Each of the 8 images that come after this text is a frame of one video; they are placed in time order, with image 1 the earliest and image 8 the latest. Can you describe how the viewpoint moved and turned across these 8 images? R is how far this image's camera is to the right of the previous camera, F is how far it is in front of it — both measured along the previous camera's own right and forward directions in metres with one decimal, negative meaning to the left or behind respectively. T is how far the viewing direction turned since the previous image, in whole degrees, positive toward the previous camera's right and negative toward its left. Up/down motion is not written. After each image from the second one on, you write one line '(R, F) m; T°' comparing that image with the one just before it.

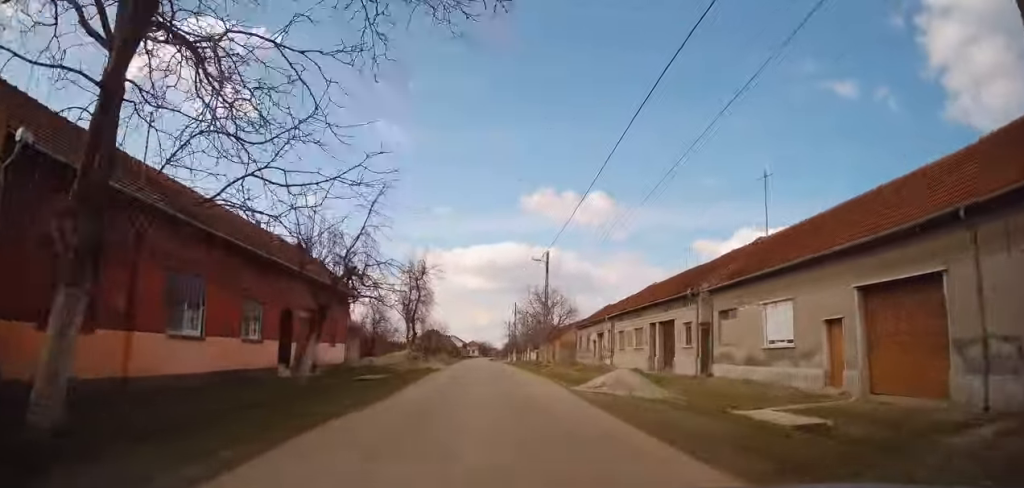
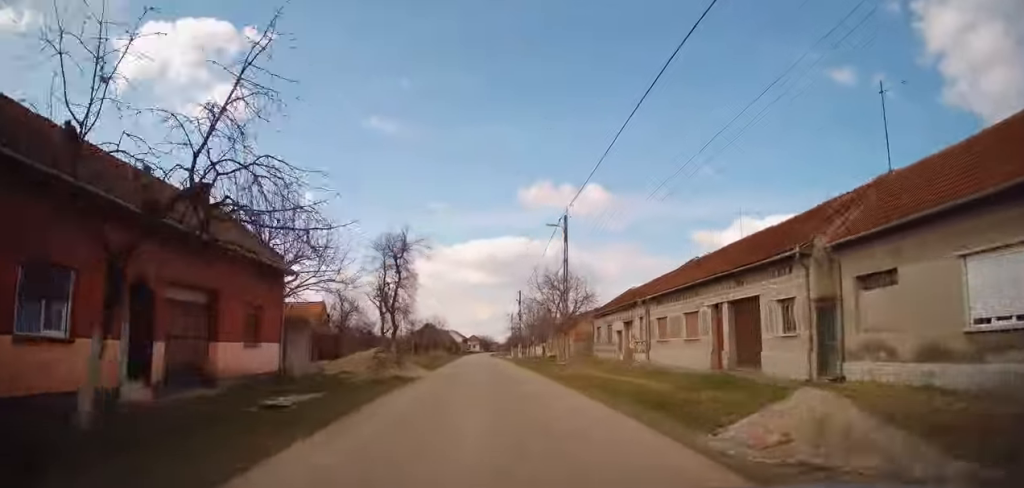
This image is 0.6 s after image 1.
(-0.5, +9.5) m; 0°
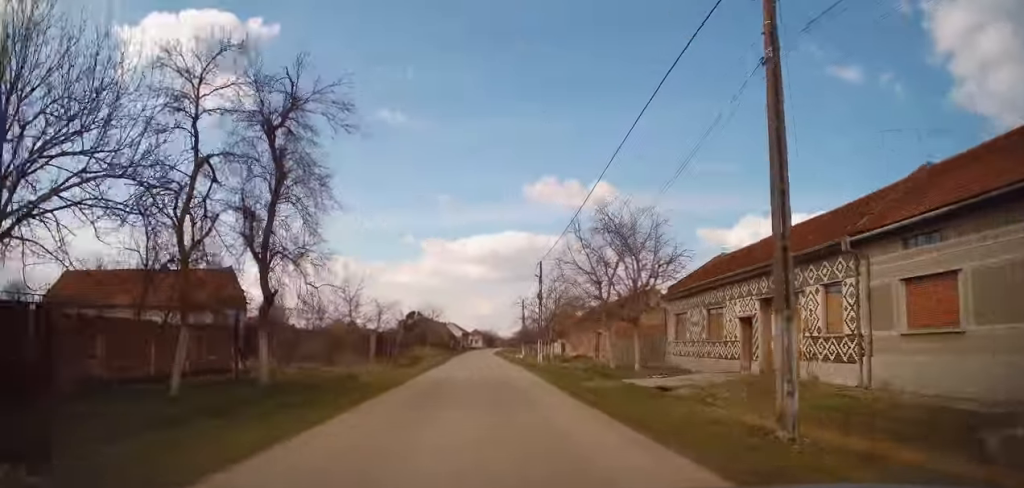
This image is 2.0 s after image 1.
(+0.6, +21.0) m; 0°
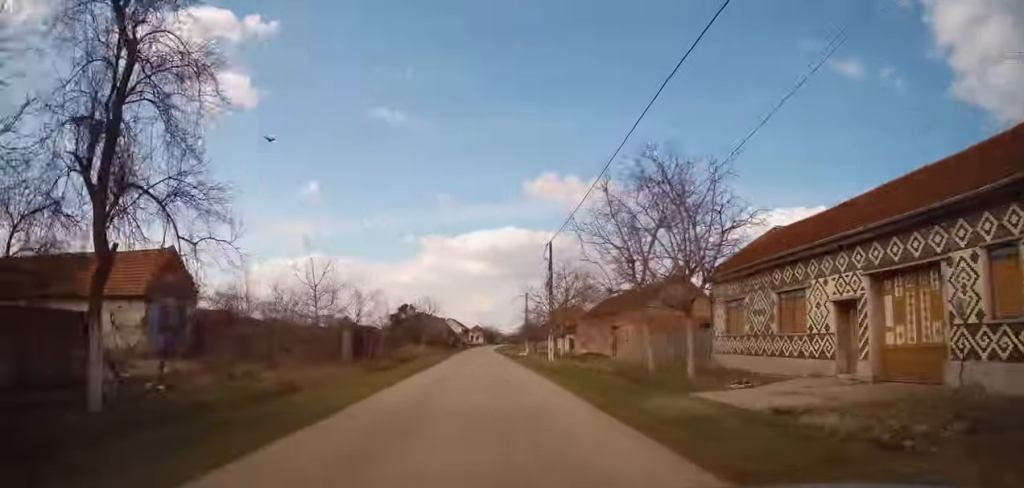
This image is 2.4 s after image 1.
(-0.2, +7.0) m; -1°
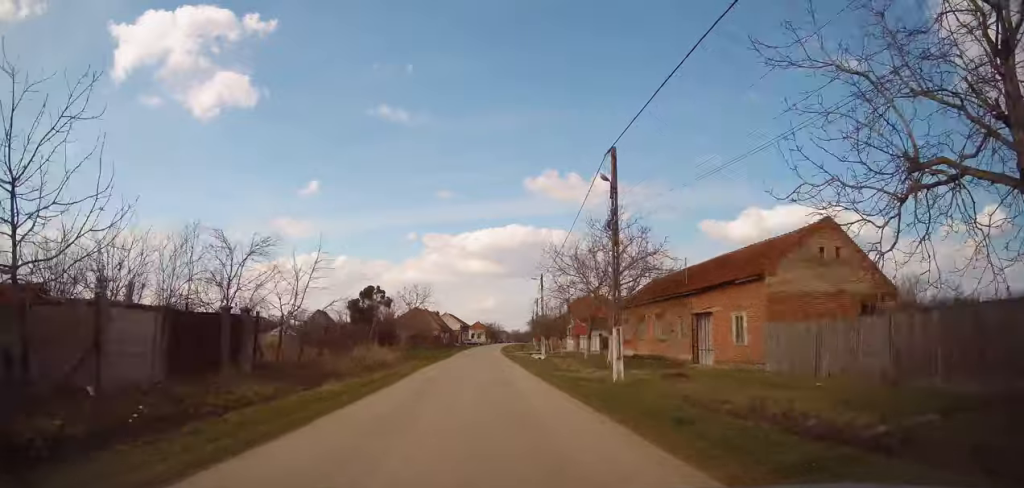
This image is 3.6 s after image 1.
(-0.2, +19.2) m; +1°
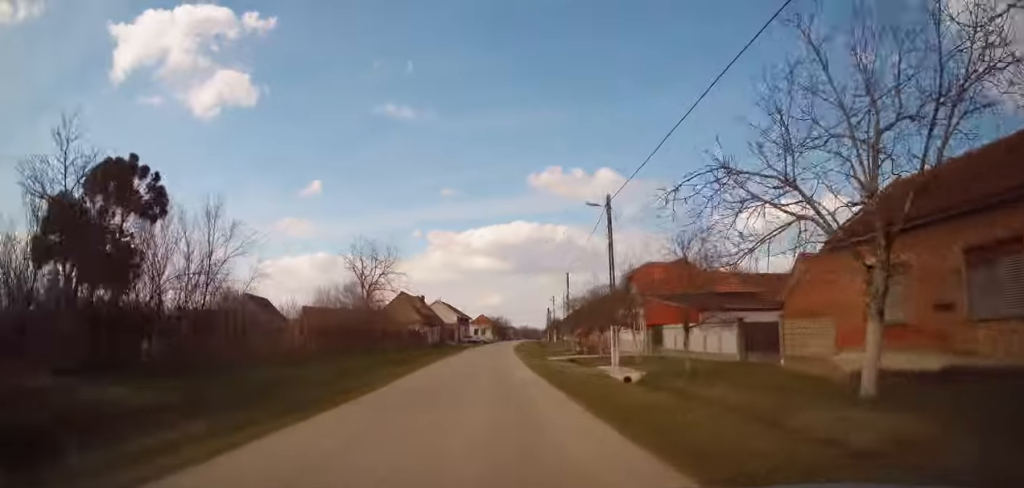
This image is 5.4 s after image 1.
(+0.1, +29.2) m; -1°
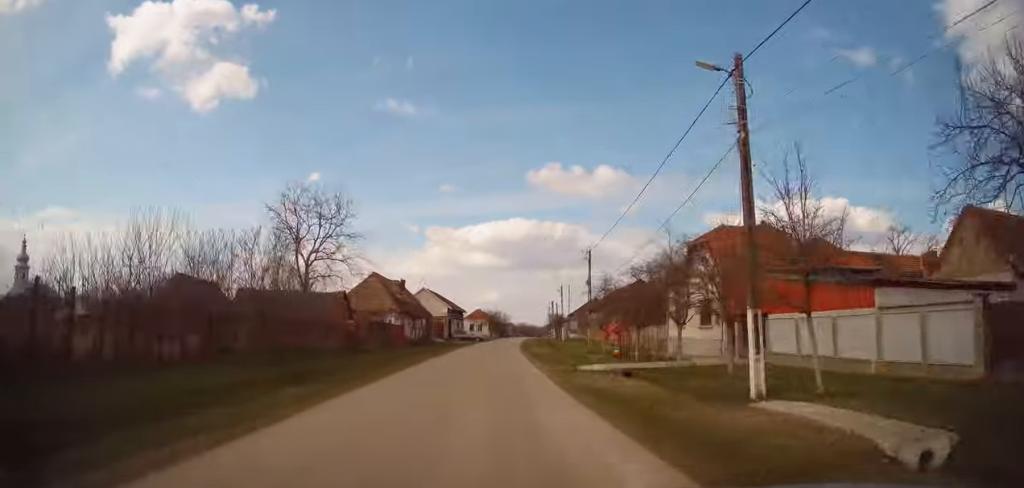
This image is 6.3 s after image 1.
(-0.1, +13.9) m; 0°
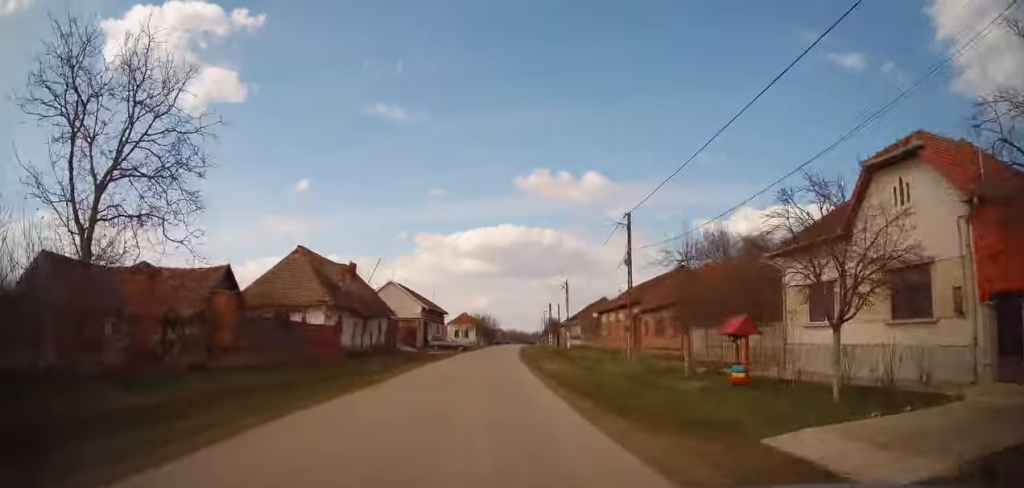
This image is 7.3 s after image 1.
(0.0, +16.1) m; +1°
